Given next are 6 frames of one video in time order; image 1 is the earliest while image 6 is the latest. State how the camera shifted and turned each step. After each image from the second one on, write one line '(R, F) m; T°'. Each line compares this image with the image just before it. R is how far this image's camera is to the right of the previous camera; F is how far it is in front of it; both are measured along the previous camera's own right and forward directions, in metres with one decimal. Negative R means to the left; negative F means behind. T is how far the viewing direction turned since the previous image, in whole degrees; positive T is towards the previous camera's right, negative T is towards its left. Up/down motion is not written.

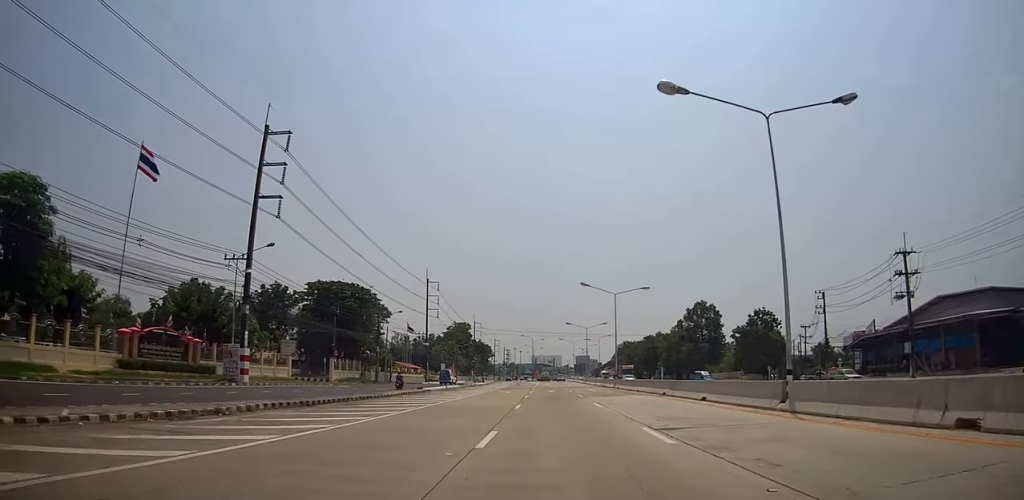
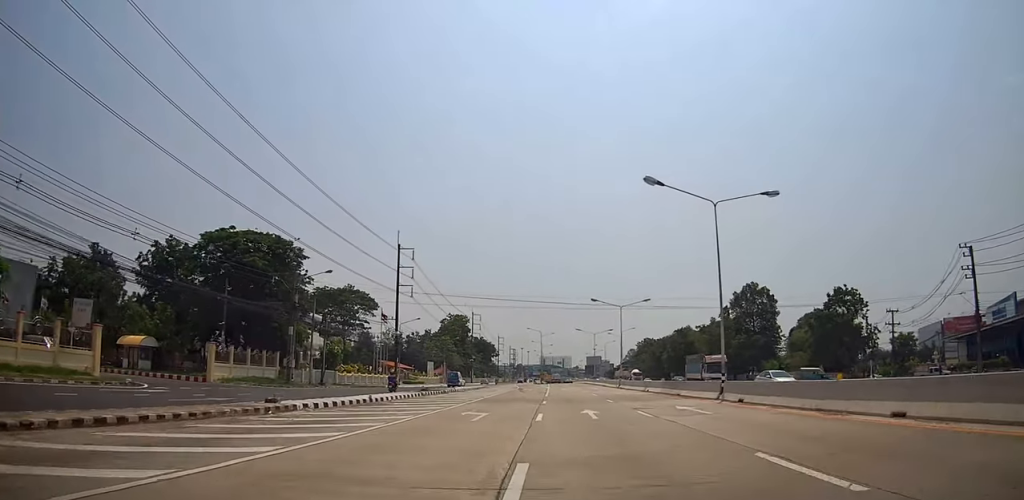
(+1.4, +28.9) m; +1°
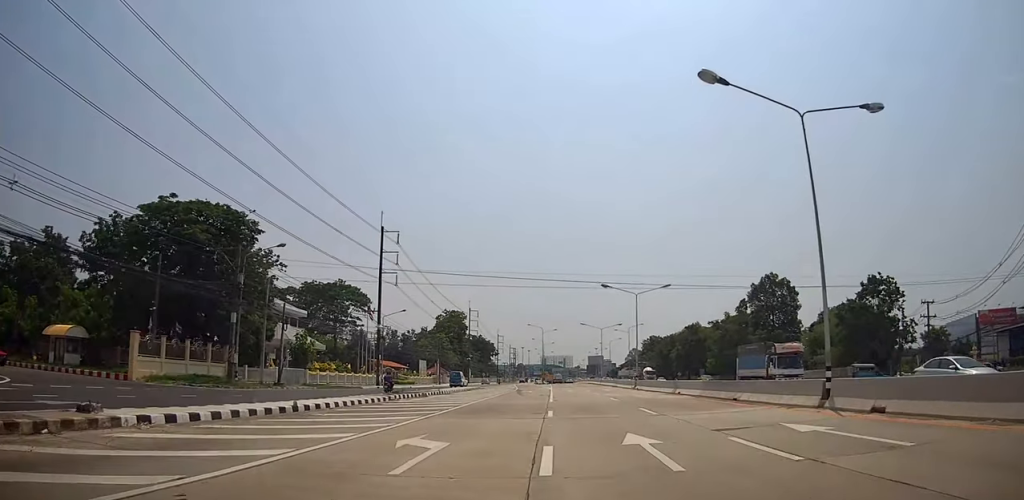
(-0.2, +9.2) m; 0°
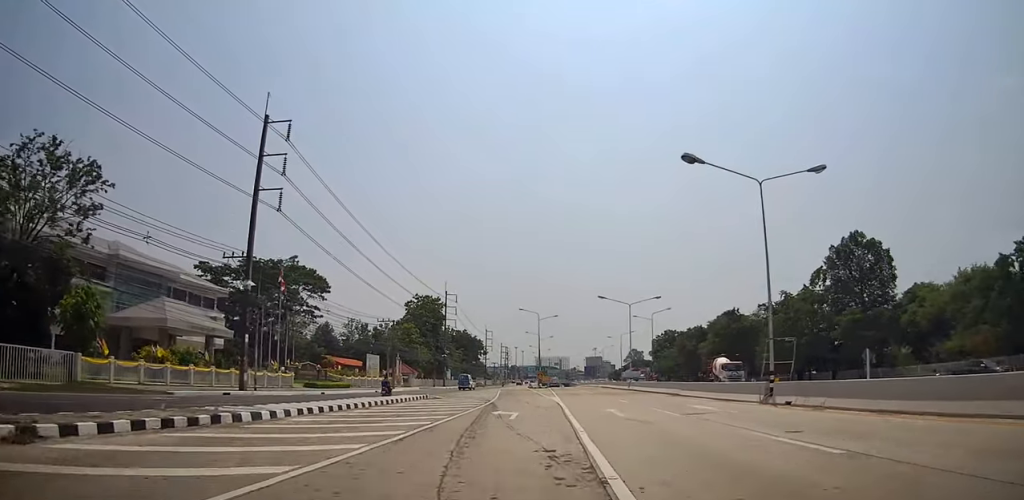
(-0.2, +31.1) m; -1°
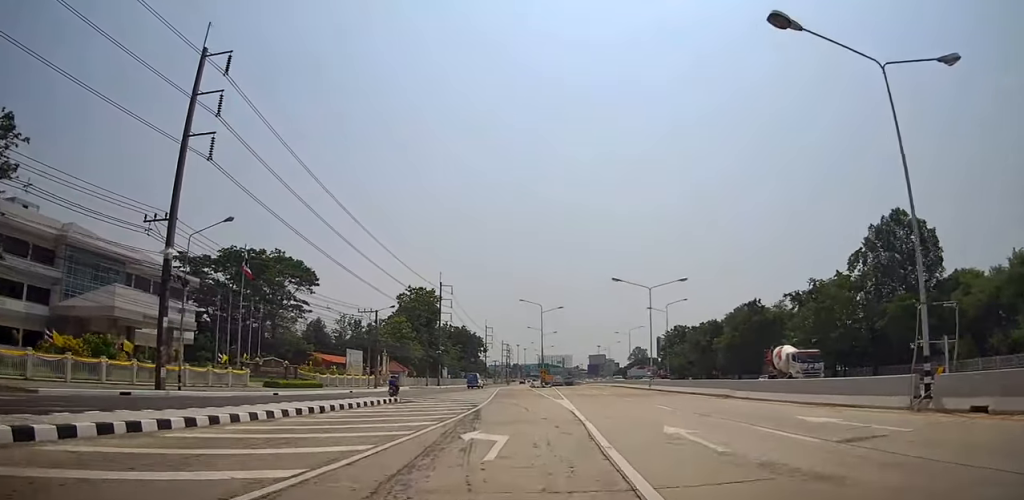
(0.0, +9.3) m; +1°
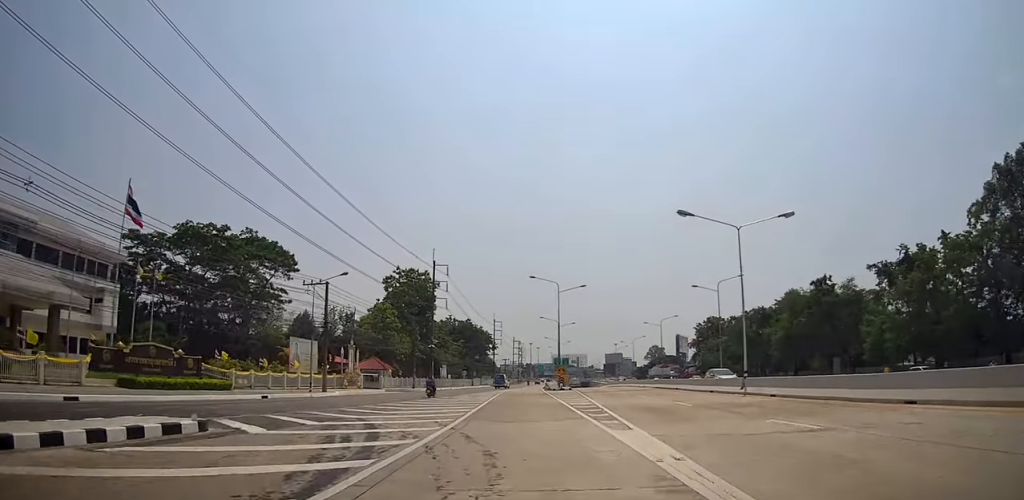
(+0.6, +20.0) m; +1°
